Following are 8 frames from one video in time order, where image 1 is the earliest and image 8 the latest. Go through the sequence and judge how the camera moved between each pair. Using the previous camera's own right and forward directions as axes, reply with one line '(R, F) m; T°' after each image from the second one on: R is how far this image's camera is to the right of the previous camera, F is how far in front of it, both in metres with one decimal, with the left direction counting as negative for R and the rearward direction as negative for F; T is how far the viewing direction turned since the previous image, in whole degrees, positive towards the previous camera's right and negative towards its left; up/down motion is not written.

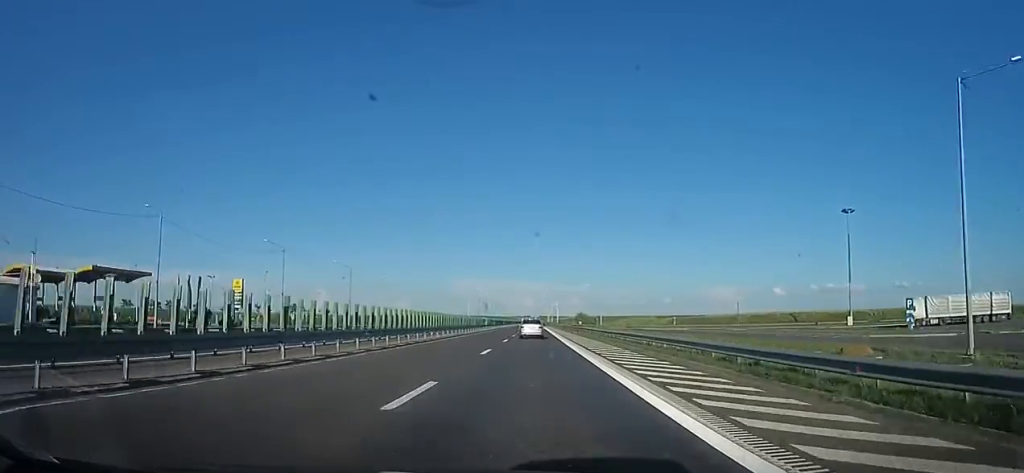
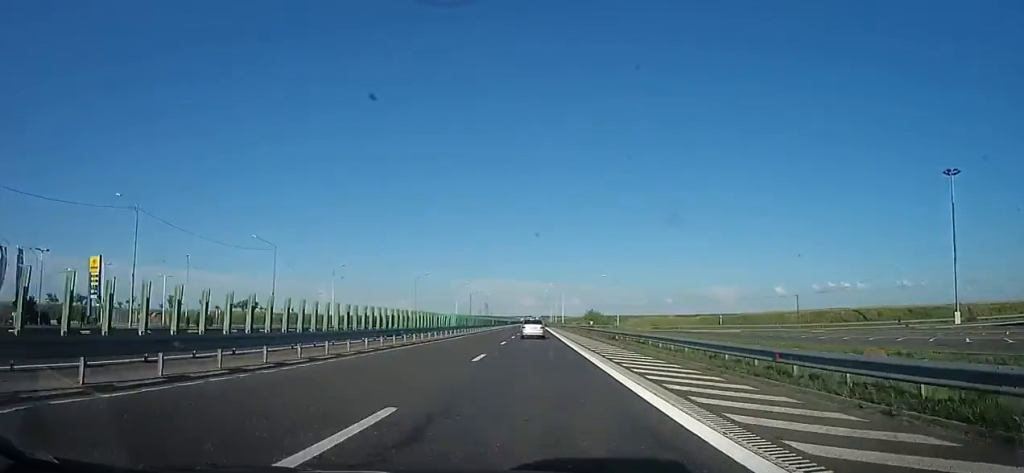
(-0.6, +26.9) m; 0°
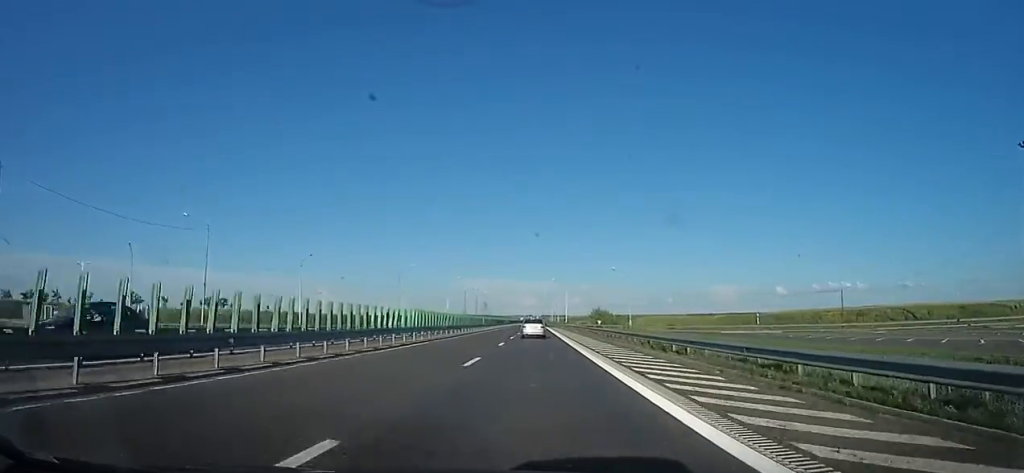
(-0.2, +14.1) m; +1°
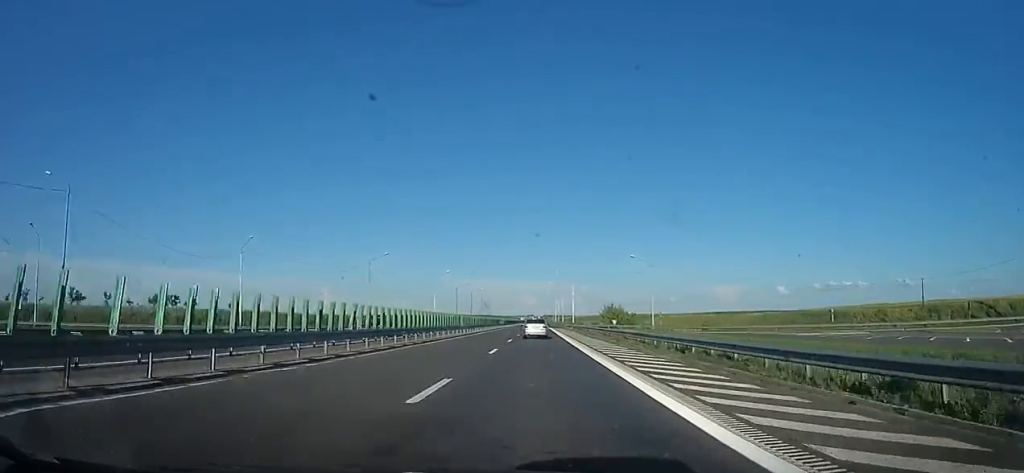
(+0.3, +18.0) m; +1°
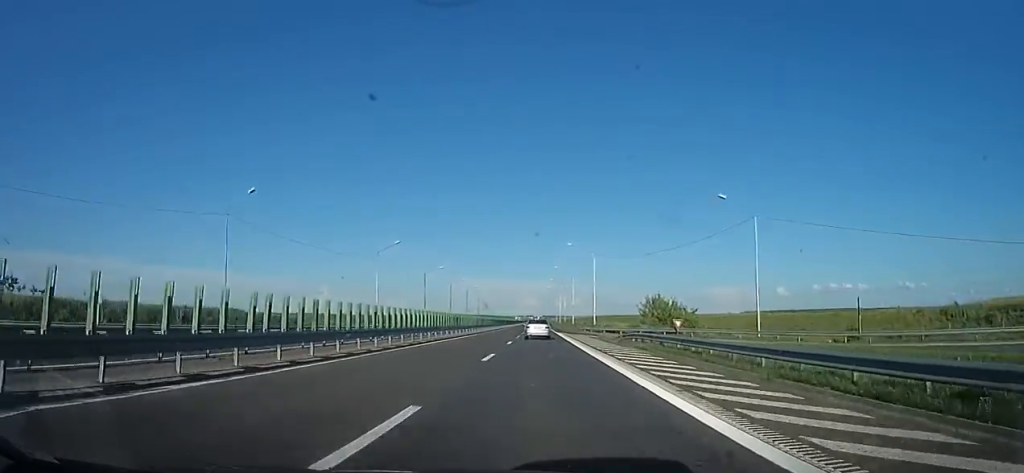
(+0.3, +39.7) m; 0°
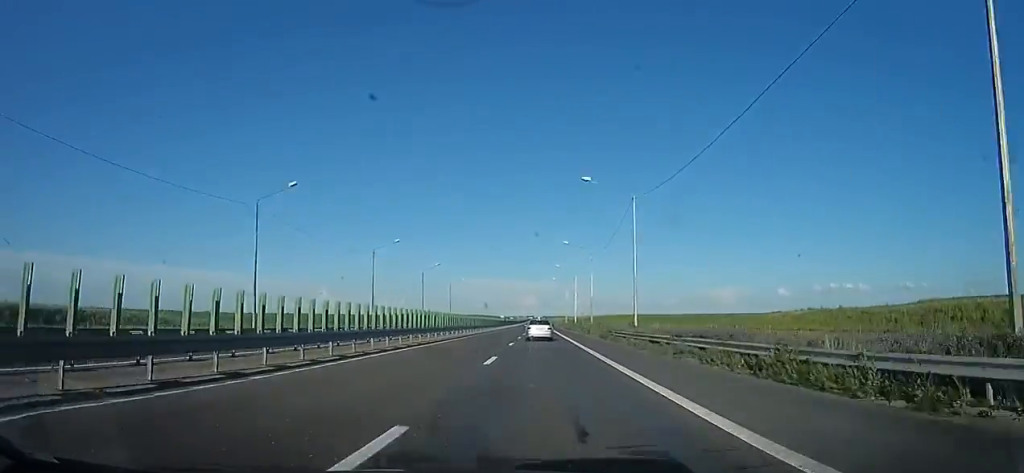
(+0.4, +60.7) m; 0°
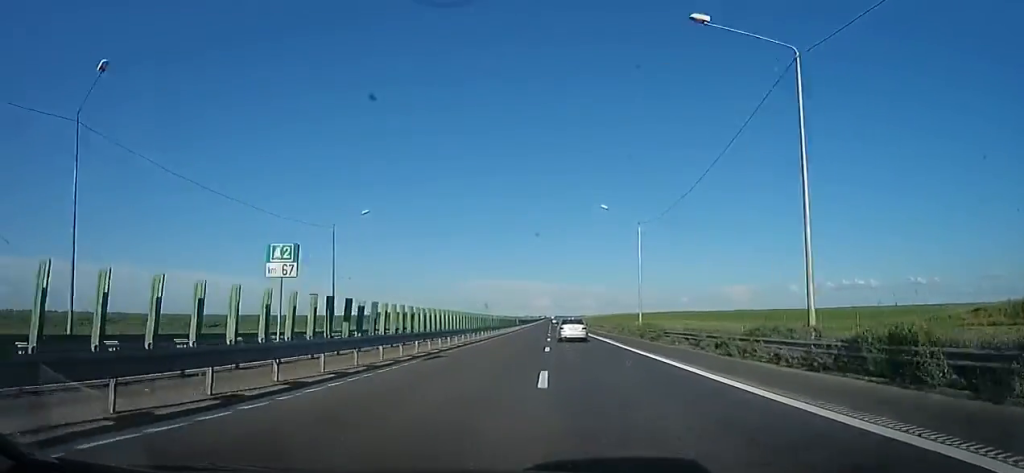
(-0.4, +77.9) m; -1°
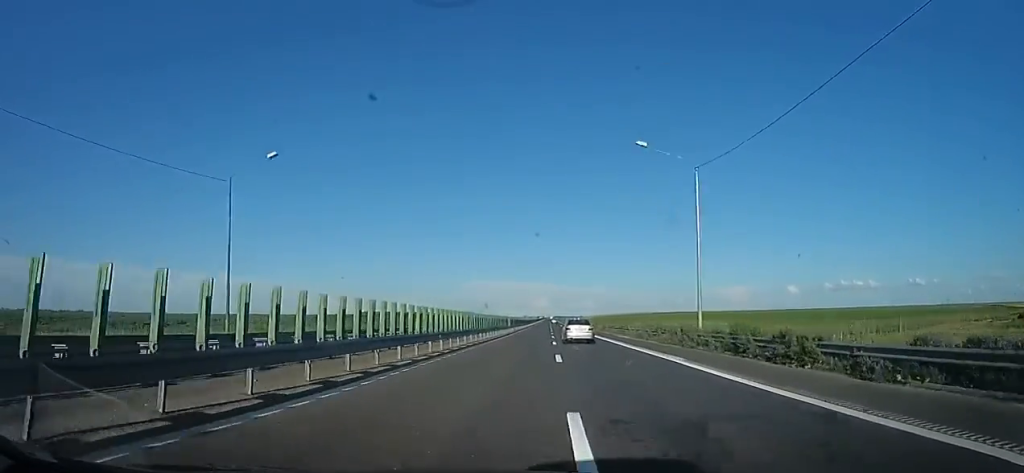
(-0.4, +17.4) m; -1°
